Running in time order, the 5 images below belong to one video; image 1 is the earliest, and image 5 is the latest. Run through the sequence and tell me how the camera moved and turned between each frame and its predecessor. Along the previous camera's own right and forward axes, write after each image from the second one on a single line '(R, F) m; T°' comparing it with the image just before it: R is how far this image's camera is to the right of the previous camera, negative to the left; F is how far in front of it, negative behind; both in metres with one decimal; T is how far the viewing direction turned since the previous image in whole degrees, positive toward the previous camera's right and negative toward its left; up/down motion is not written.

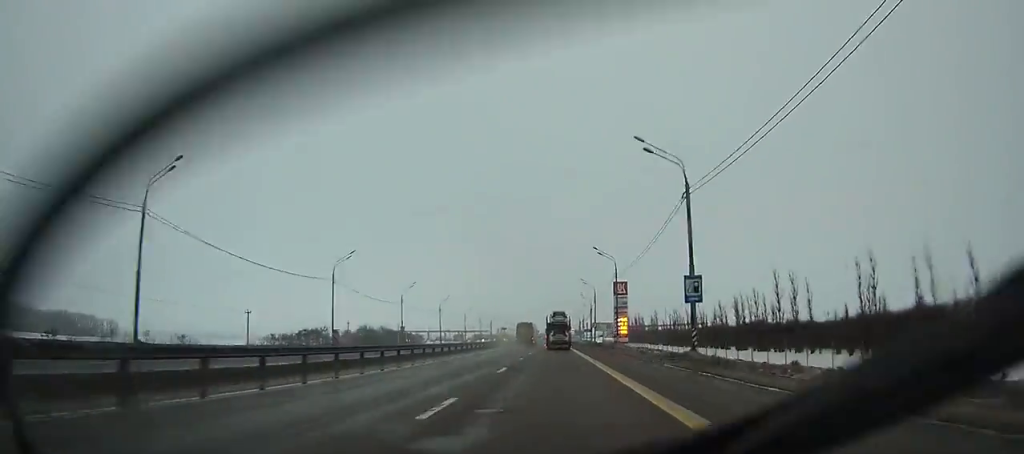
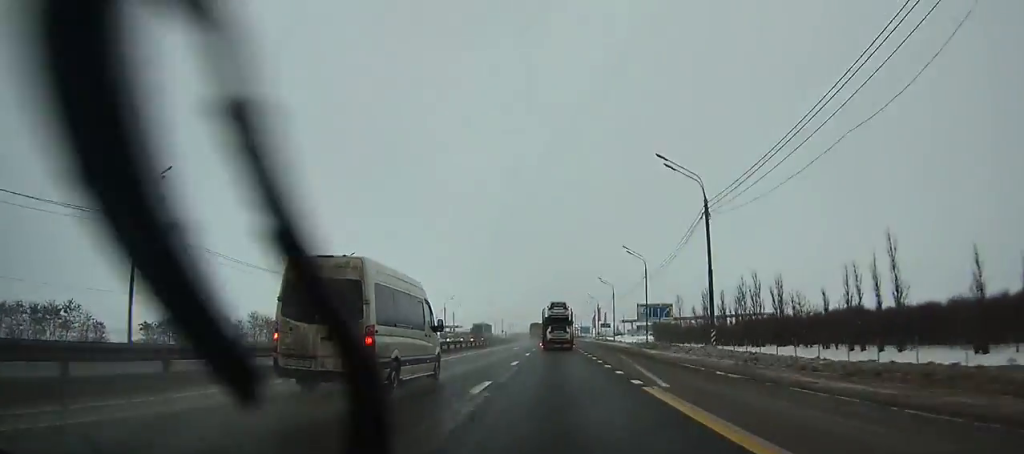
(0.0, +99.9) m; 0°
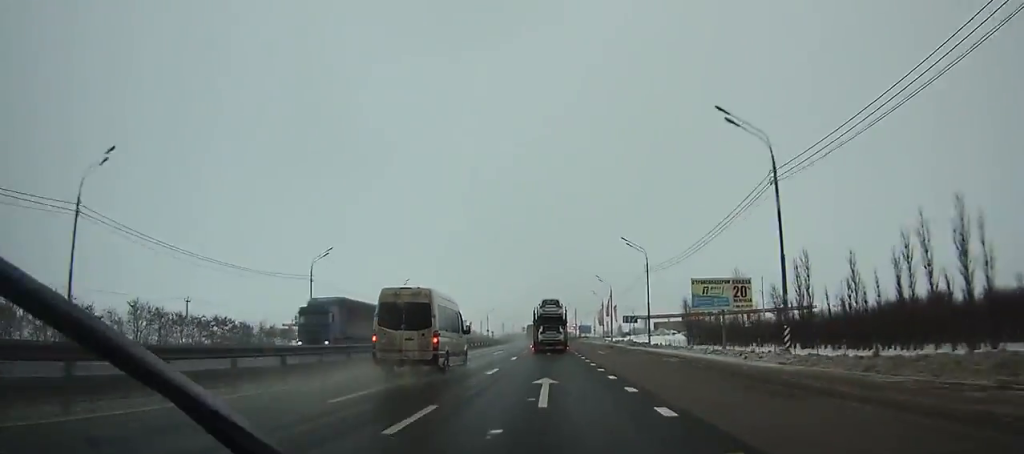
(+0.2, +40.0) m; 0°
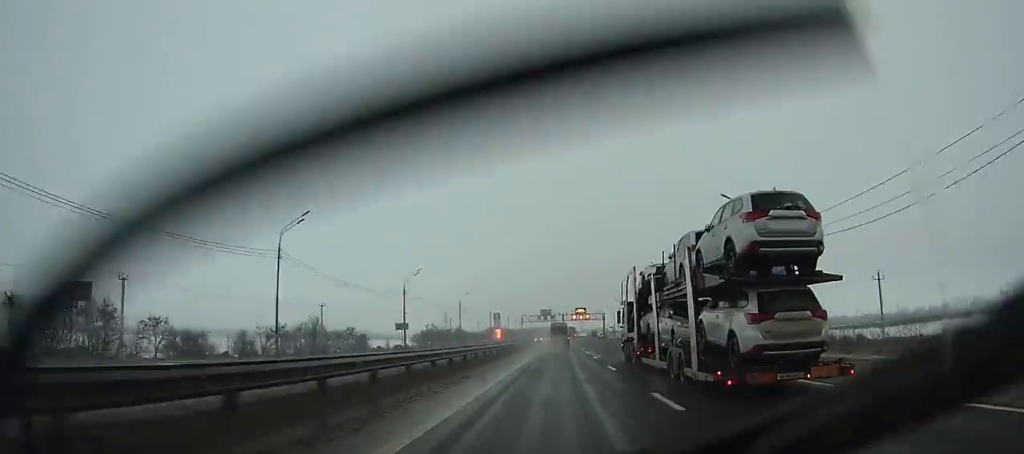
(+2.6, +265.2) m; +4°
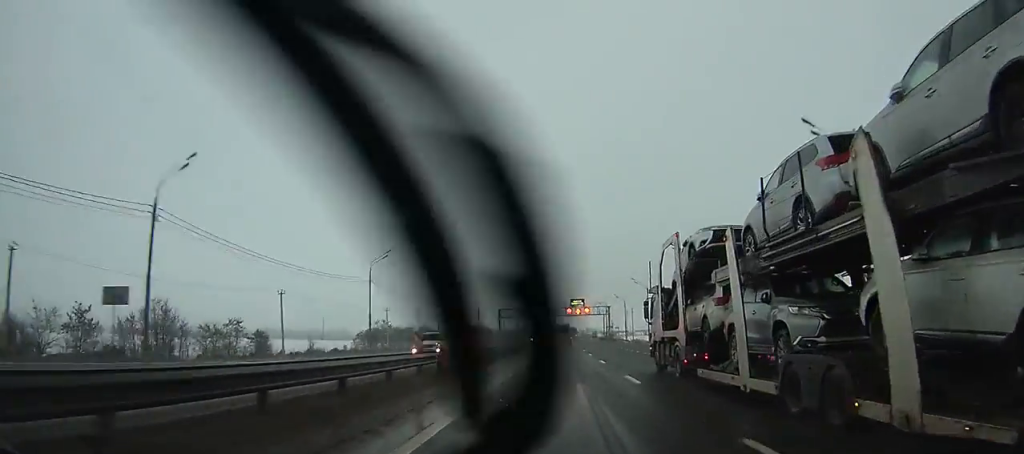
(+0.6, +51.7) m; +1°
